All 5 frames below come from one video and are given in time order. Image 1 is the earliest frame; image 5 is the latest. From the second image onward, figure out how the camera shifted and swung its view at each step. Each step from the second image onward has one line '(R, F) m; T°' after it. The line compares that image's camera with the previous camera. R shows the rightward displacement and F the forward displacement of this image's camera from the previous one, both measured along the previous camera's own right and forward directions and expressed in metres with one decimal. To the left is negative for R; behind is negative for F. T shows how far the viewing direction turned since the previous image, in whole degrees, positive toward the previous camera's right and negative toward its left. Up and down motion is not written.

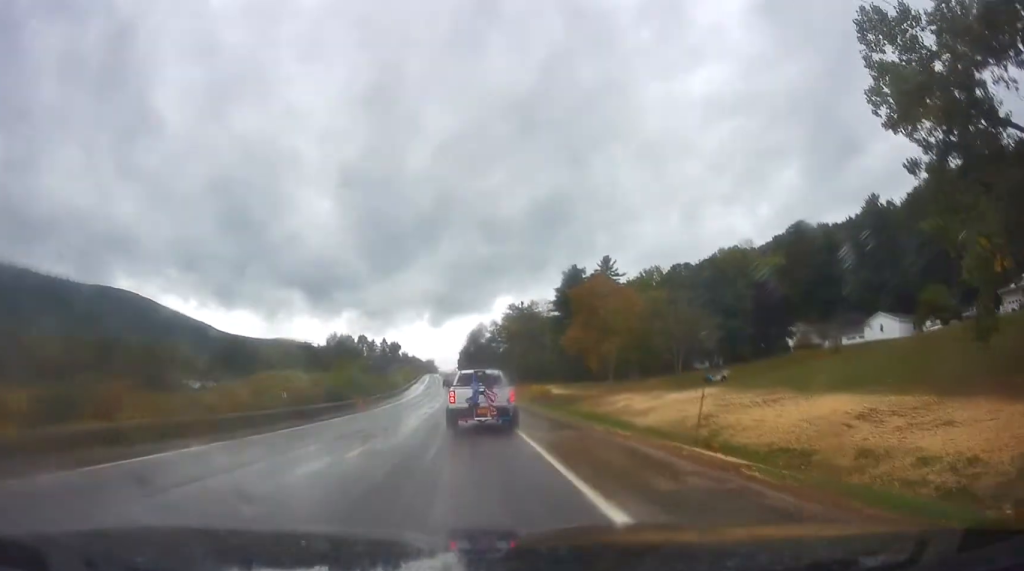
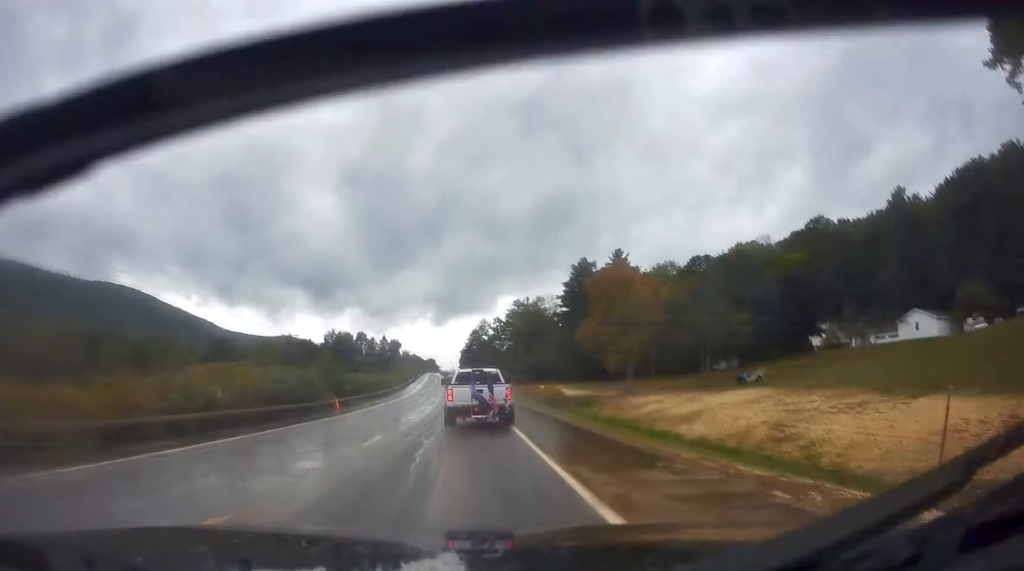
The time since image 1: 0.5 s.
(-0.2, +9.0) m; -1°
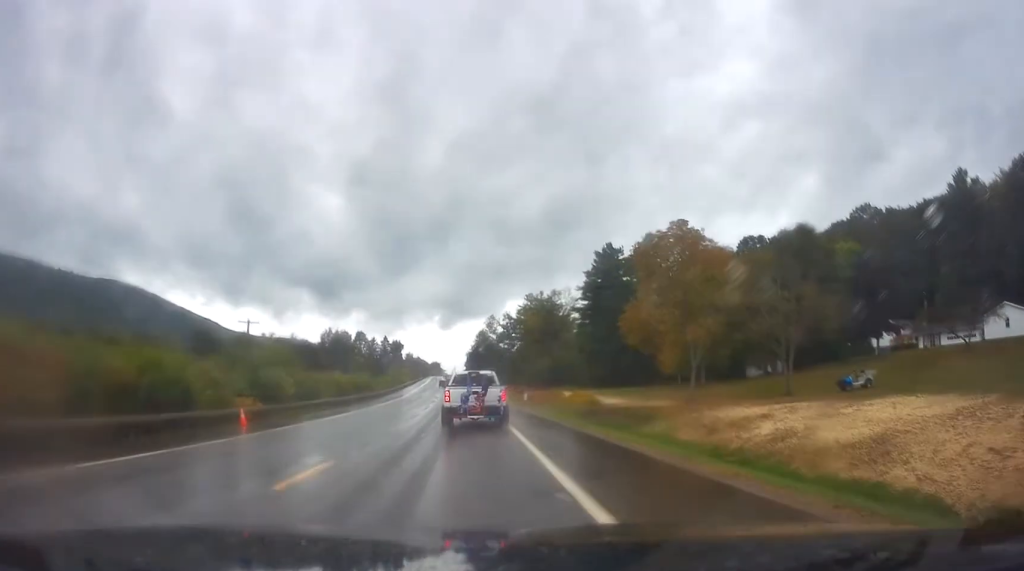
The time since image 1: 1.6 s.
(-0.3, +18.6) m; 0°
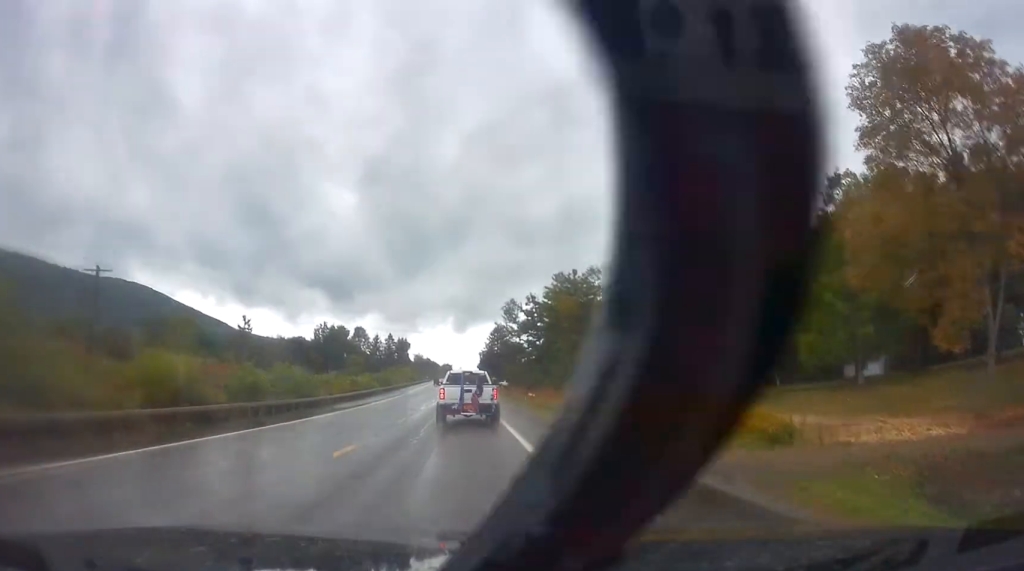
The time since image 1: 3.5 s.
(+0.3, +31.9) m; 0°
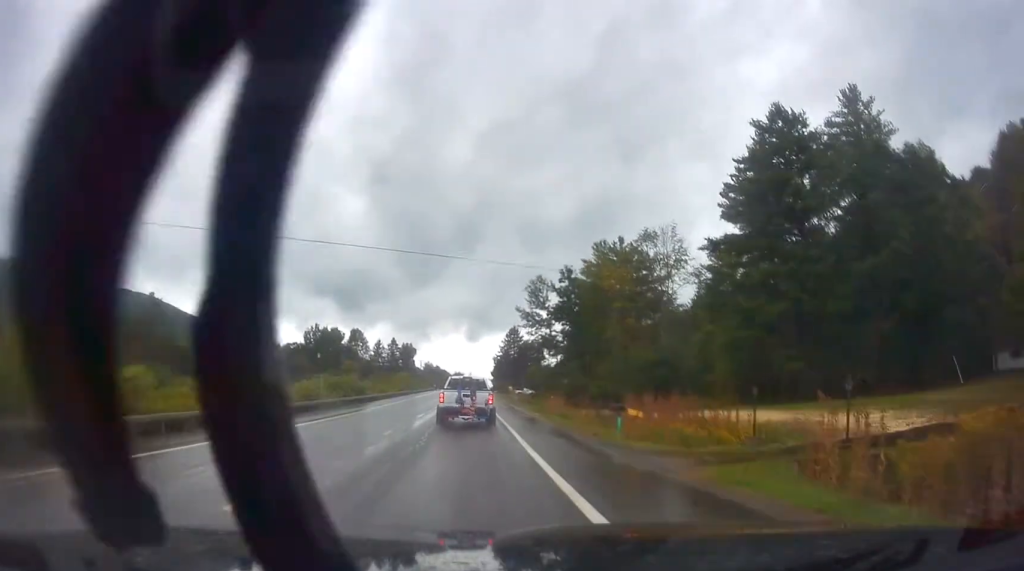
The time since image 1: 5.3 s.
(-1.0, +30.8) m; -3°
